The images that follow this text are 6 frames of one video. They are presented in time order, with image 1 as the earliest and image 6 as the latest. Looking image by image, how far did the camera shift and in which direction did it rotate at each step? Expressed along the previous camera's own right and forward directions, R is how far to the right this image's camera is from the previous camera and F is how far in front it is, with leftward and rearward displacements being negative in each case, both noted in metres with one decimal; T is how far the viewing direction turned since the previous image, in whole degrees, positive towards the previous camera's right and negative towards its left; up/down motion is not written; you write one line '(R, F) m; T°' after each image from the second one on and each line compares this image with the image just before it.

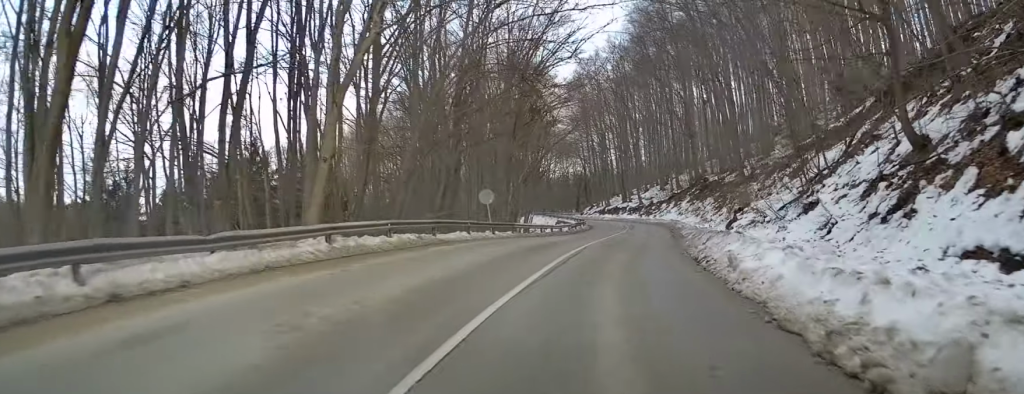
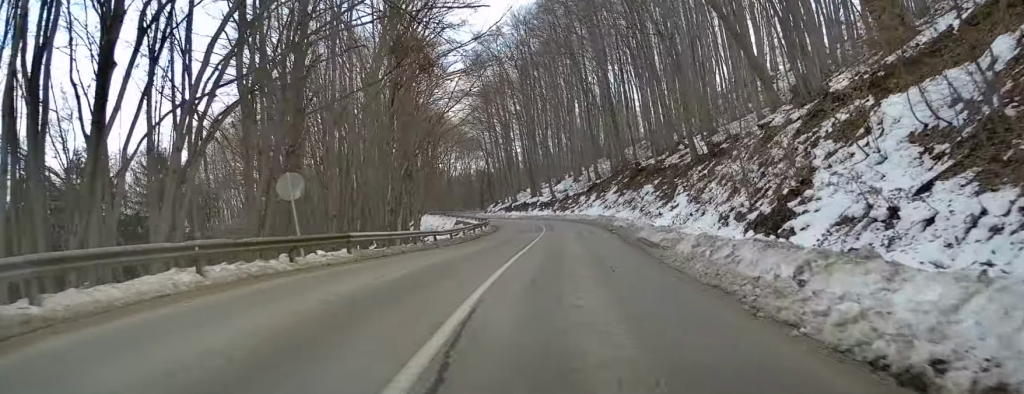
(+0.6, +15.8) m; +3°
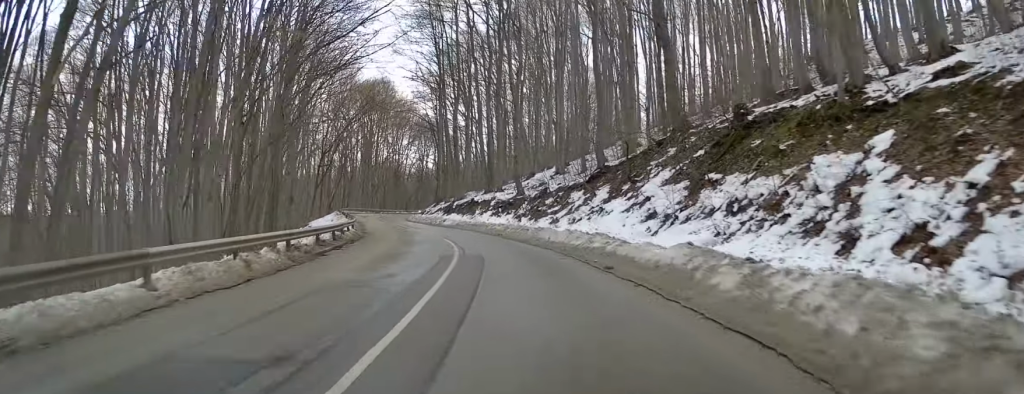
(+2.4, +37.9) m; +7°
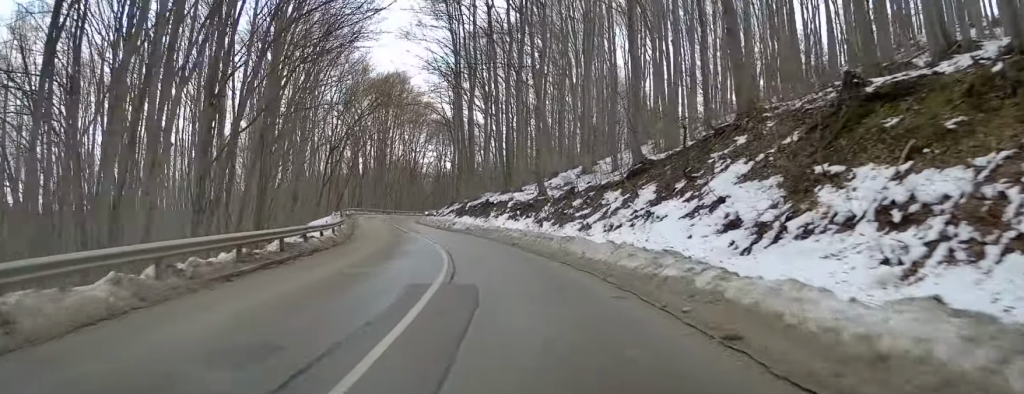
(0.0, +7.0) m; -1°
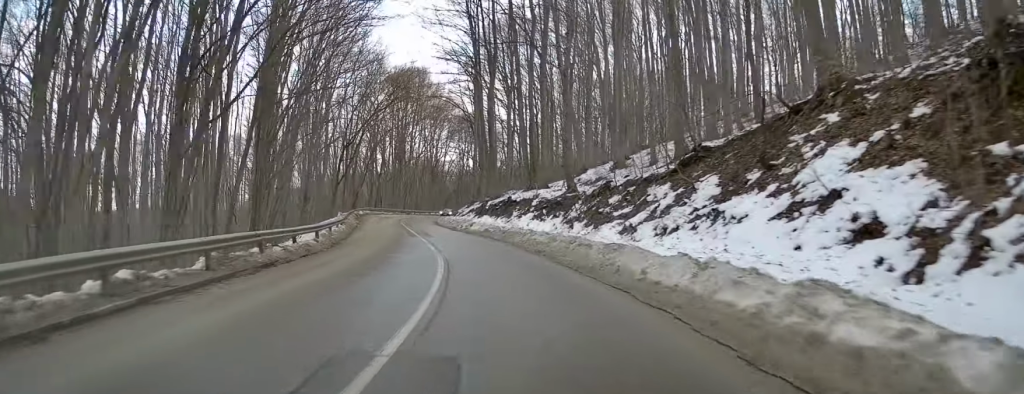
(+0.1, +5.4) m; -1°
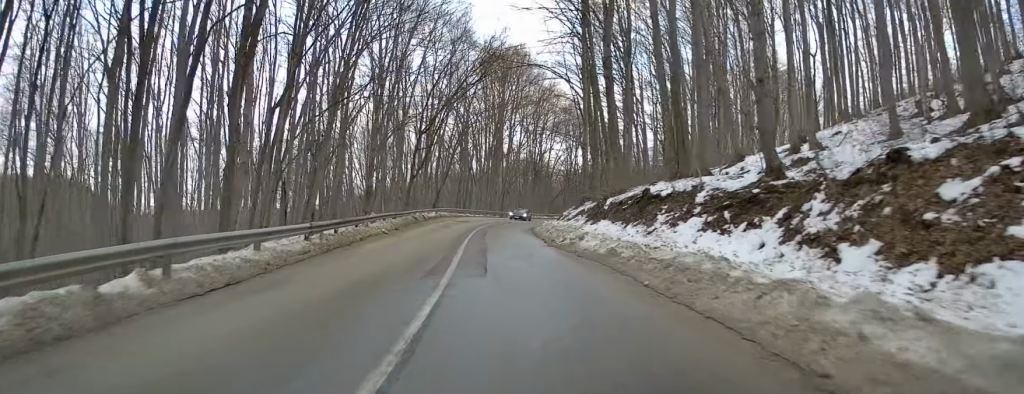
(-1.1, +17.2) m; -7°
